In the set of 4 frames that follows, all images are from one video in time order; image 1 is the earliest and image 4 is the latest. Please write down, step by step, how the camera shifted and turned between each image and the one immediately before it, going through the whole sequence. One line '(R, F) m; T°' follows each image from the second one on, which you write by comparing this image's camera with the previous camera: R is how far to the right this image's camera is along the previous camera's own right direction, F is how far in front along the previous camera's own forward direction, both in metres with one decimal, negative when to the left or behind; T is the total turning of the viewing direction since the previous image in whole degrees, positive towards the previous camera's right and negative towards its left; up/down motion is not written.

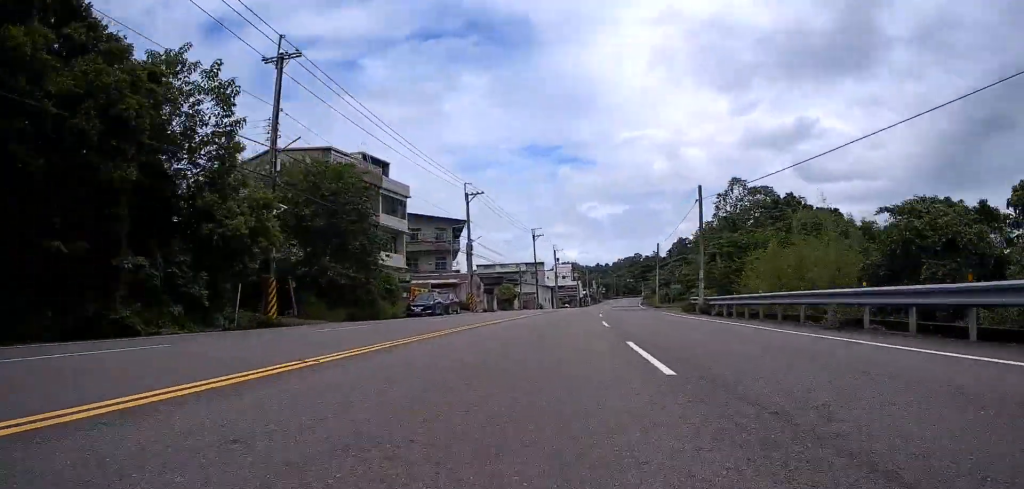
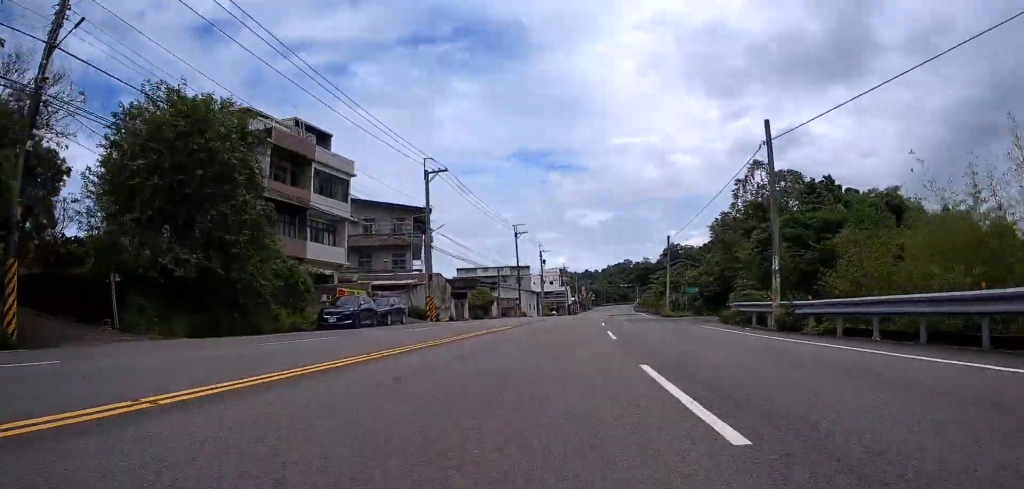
(-0.7, +12.2) m; +2°
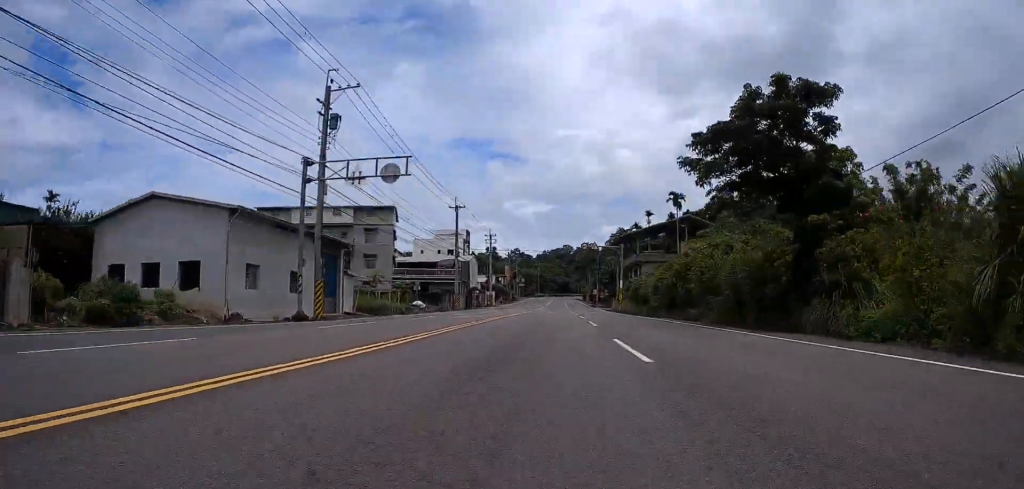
(+7.1, +74.1) m; +6°
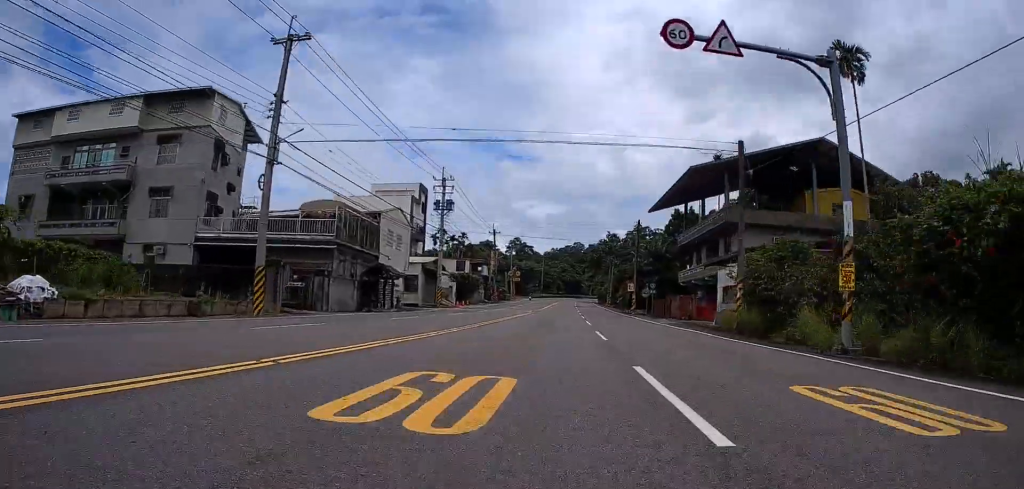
(-0.8, +44.1) m; +2°
